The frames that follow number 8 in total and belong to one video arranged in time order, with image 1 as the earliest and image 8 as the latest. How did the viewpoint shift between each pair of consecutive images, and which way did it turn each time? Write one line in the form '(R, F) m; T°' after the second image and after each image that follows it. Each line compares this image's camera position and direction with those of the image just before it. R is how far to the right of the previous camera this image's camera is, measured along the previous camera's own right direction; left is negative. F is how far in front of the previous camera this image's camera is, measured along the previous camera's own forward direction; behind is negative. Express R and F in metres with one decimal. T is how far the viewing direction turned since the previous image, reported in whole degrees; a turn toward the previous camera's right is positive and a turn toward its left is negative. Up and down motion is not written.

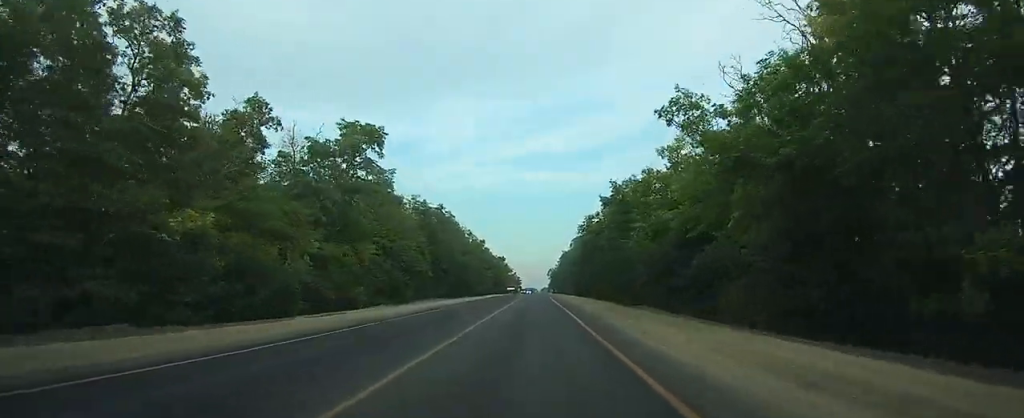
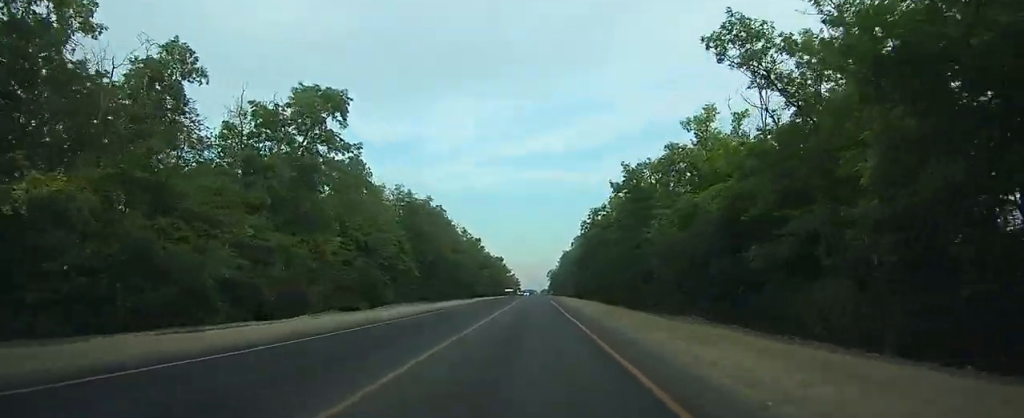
(0.0, +9.6) m; 0°
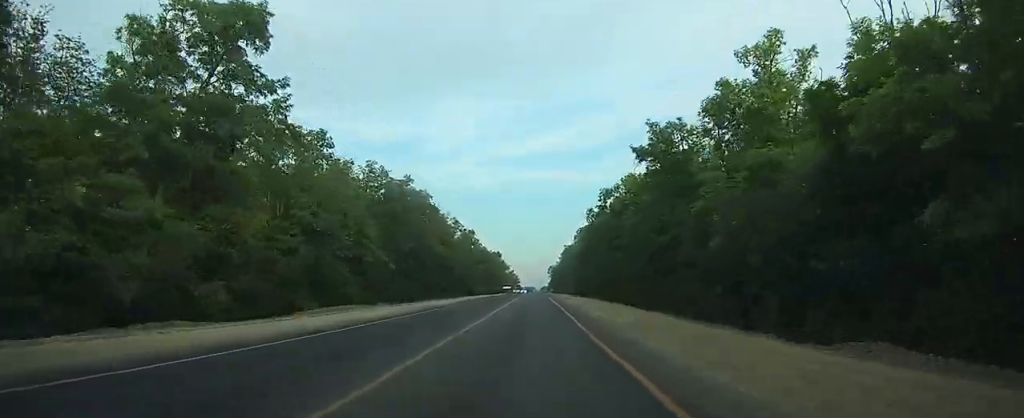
(0.0, +13.1) m; 0°
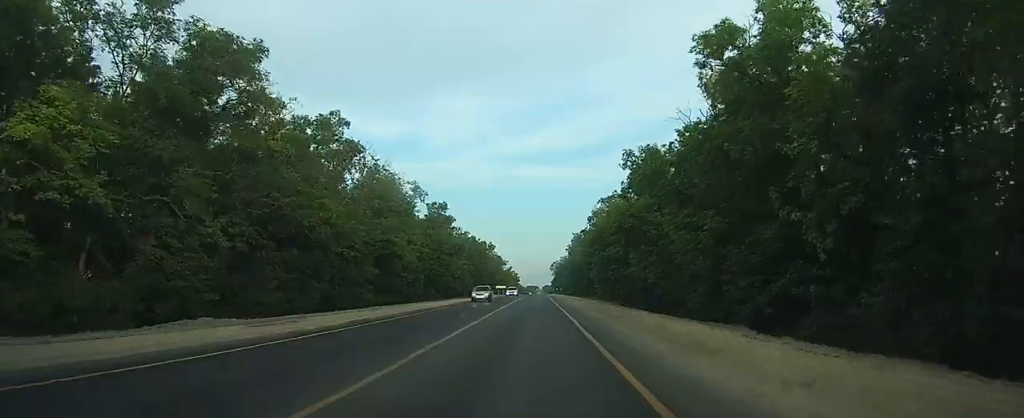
(-0.1, +42.0) m; 0°
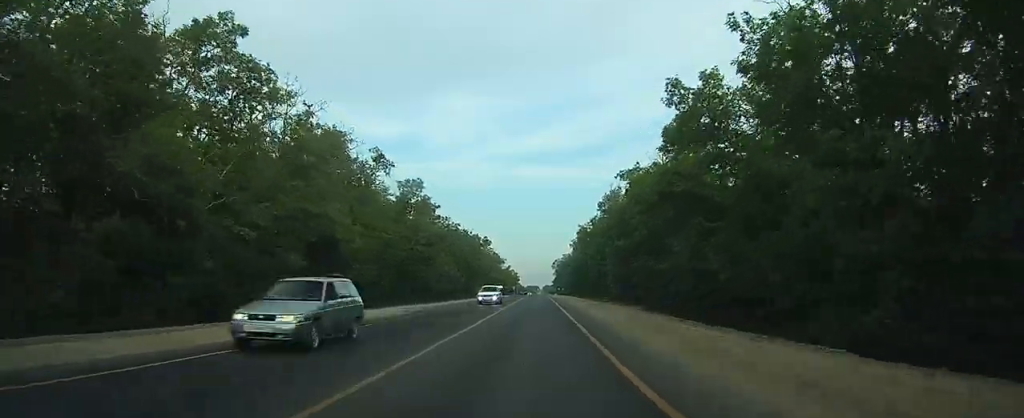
(0.0, +21.3) m; 0°
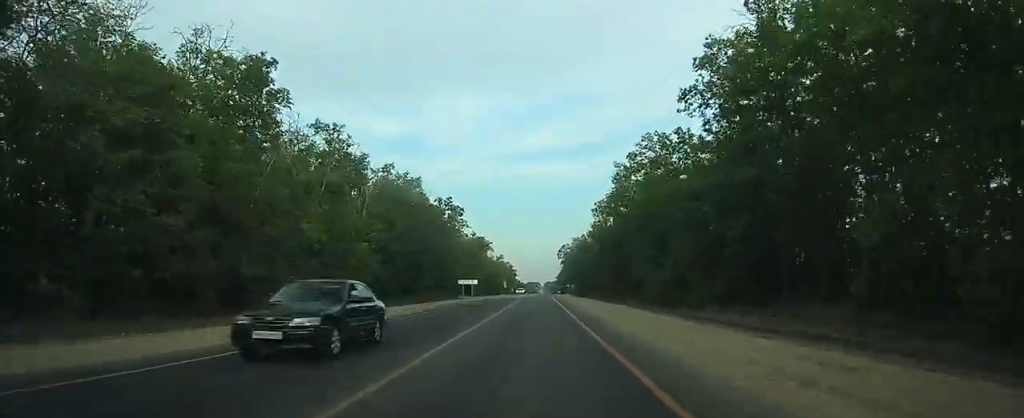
(0.0, +73.8) m; 0°
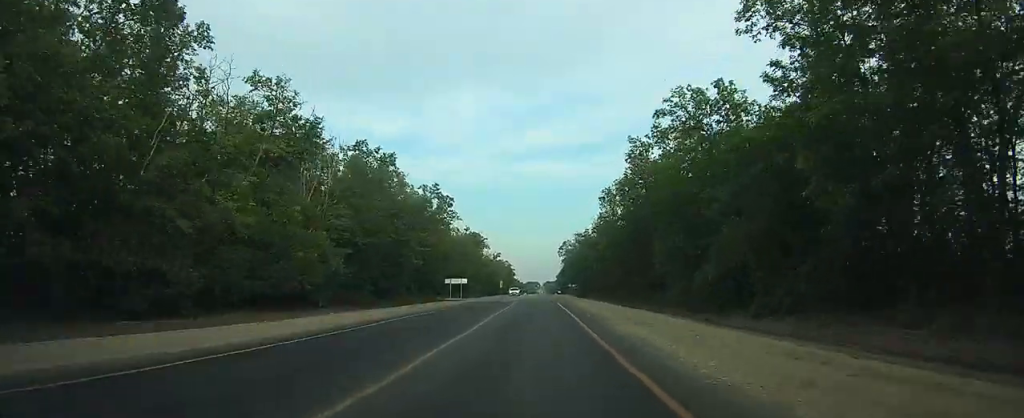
(0.0, +14.1) m; 0°
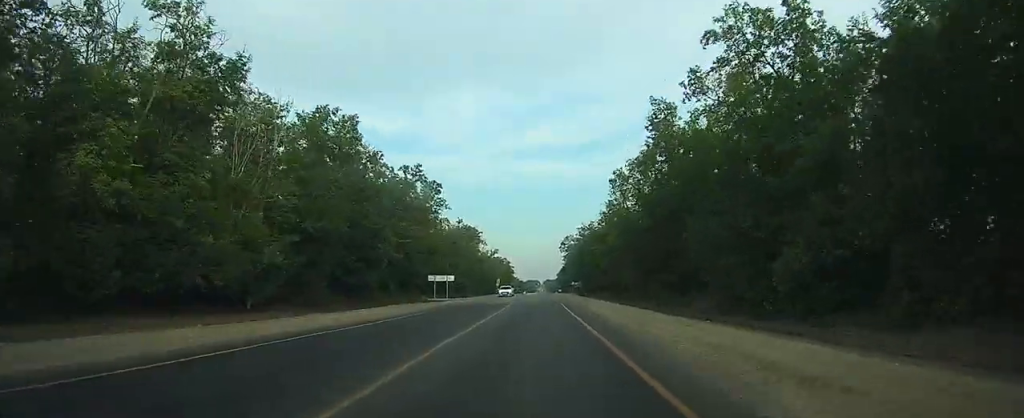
(0.0, +14.3) m; 0°
